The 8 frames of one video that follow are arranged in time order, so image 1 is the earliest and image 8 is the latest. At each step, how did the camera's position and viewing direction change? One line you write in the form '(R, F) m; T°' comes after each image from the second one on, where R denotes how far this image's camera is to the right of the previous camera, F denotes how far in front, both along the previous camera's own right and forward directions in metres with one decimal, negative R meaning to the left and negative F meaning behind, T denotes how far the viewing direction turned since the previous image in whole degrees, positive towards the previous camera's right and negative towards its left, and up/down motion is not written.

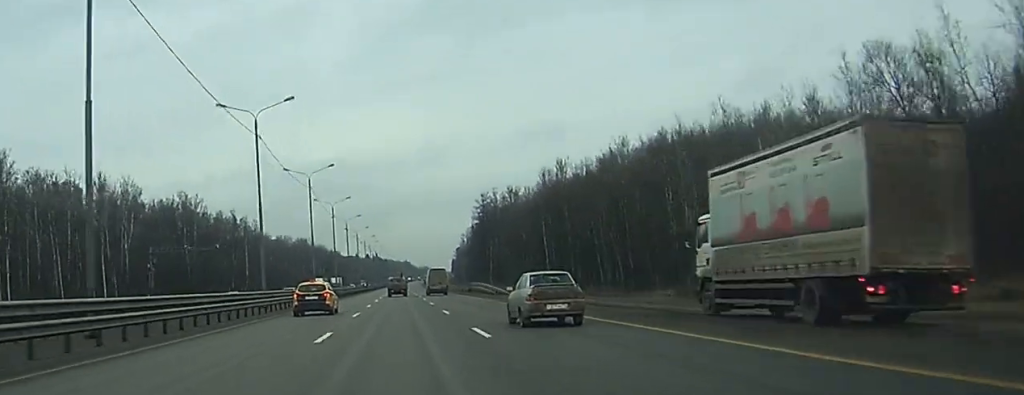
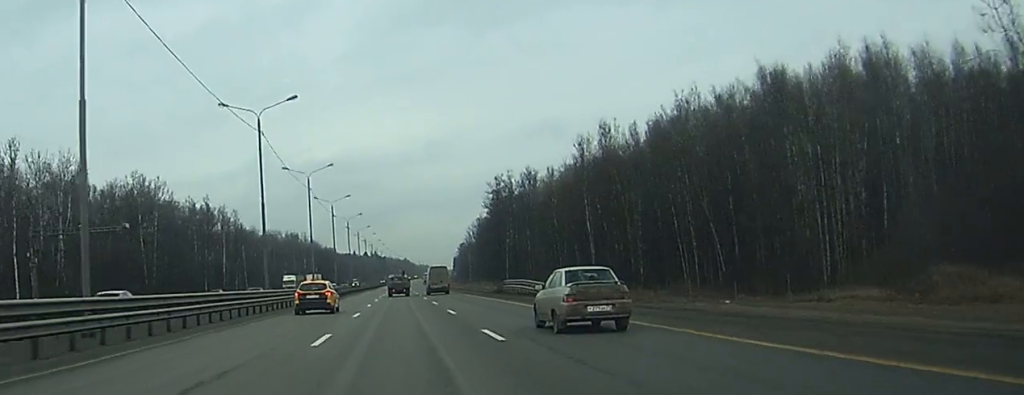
(+0.1, +33.7) m; 0°
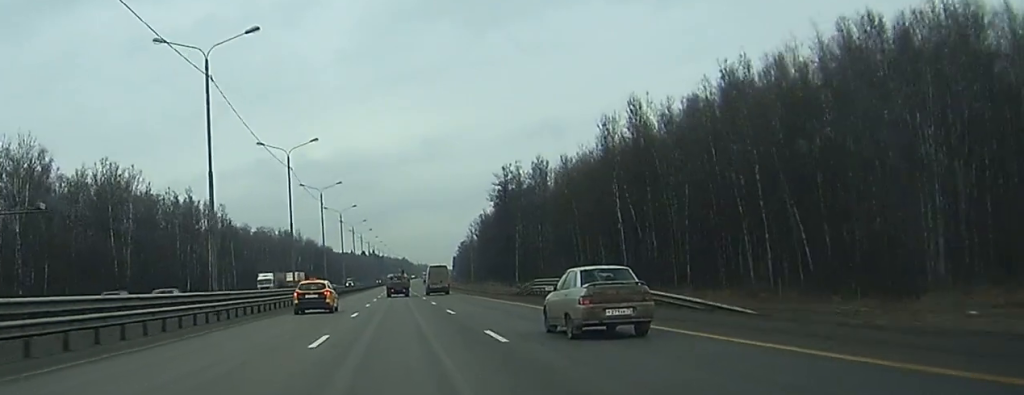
(0.0, +16.3) m; 0°
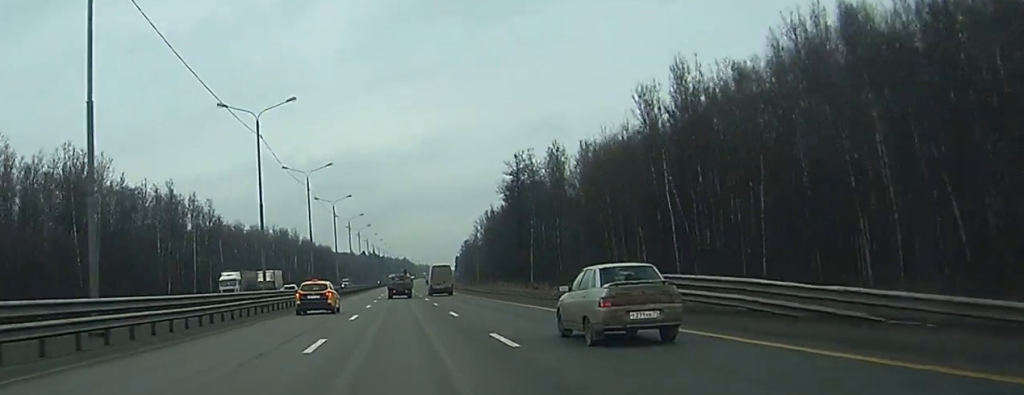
(0.0, +17.3) m; 0°
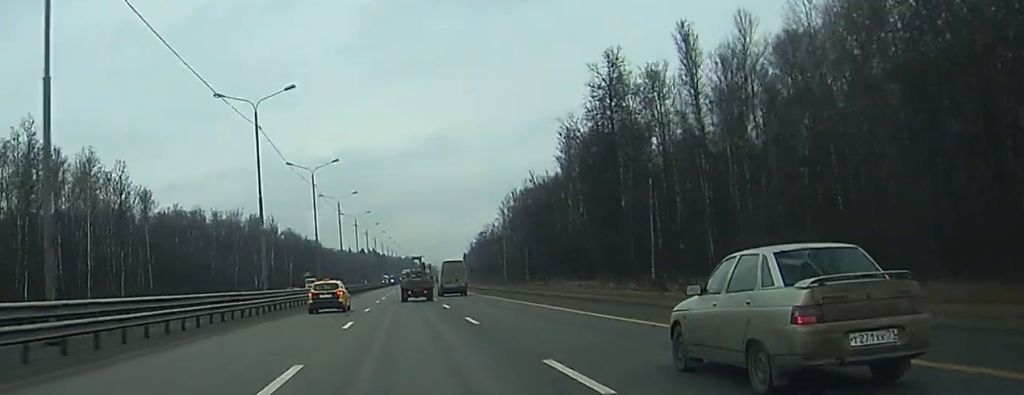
(+0.1, +71.2) m; 0°
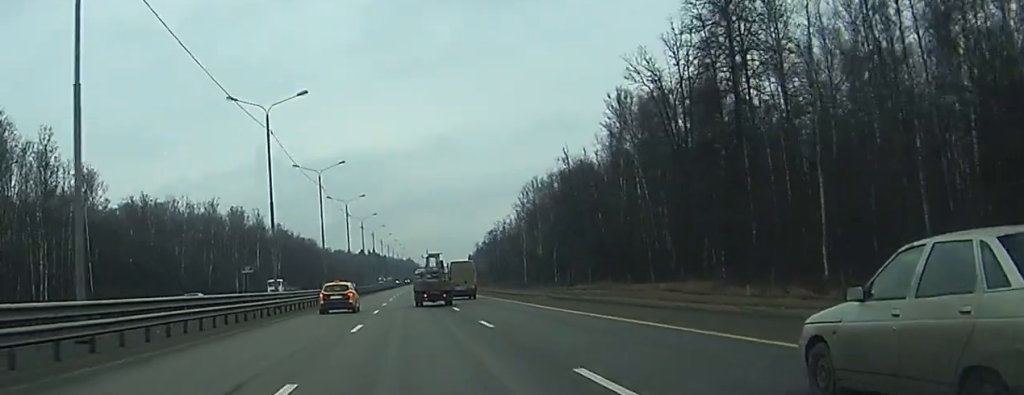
(0.0, +33.2) m; 0°
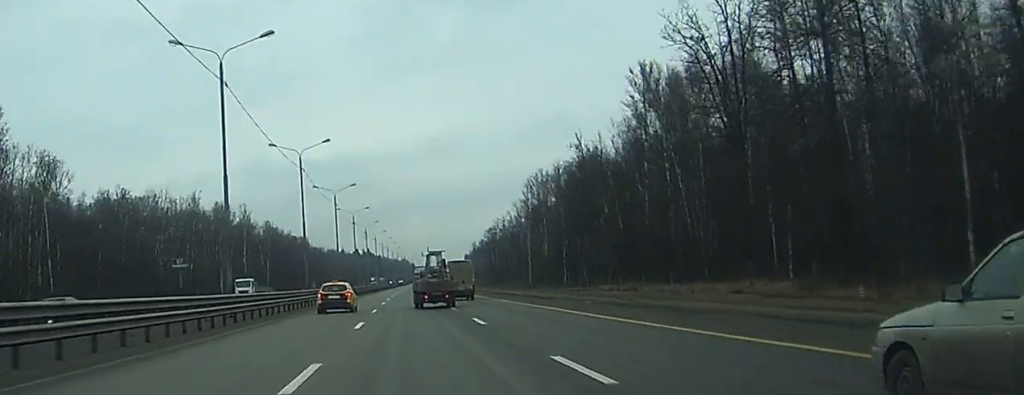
(0.0, +13.9) m; 0°
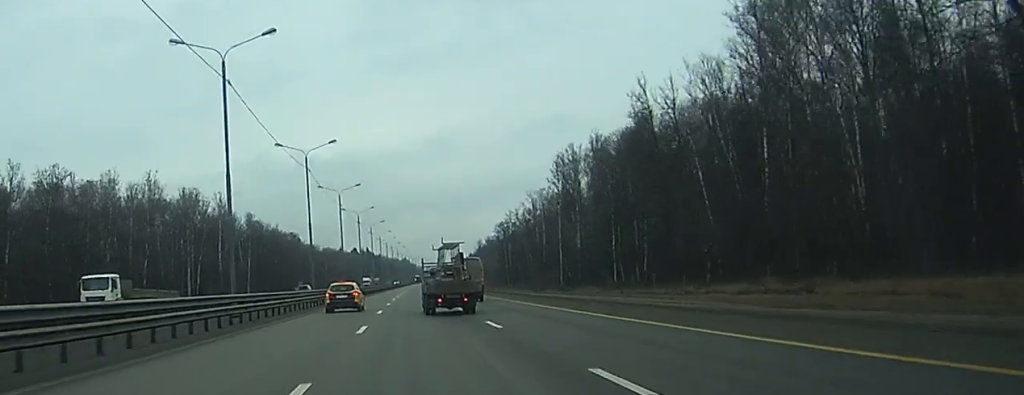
(0.0, +34.1) m; 0°
